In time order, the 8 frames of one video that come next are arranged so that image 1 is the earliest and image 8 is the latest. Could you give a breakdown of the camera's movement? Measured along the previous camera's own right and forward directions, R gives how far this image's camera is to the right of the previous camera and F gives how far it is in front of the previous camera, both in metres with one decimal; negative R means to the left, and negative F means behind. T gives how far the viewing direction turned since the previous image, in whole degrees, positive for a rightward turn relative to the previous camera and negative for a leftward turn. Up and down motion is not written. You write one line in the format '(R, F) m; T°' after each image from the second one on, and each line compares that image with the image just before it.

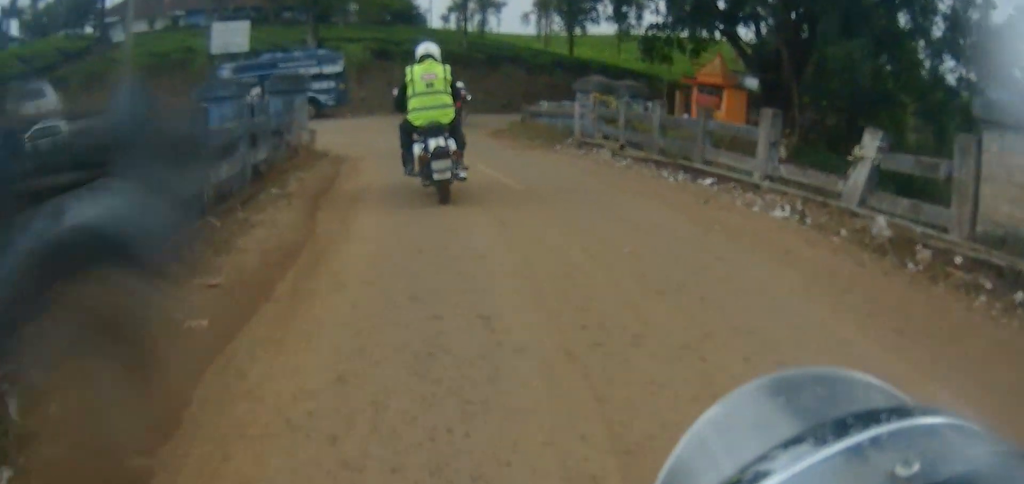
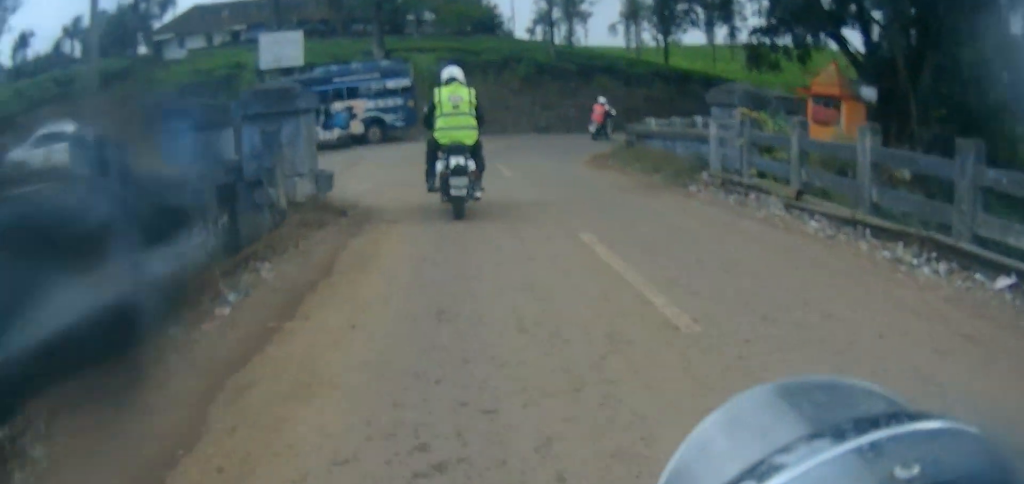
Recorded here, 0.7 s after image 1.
(-0.2, +4.5) m; -6°
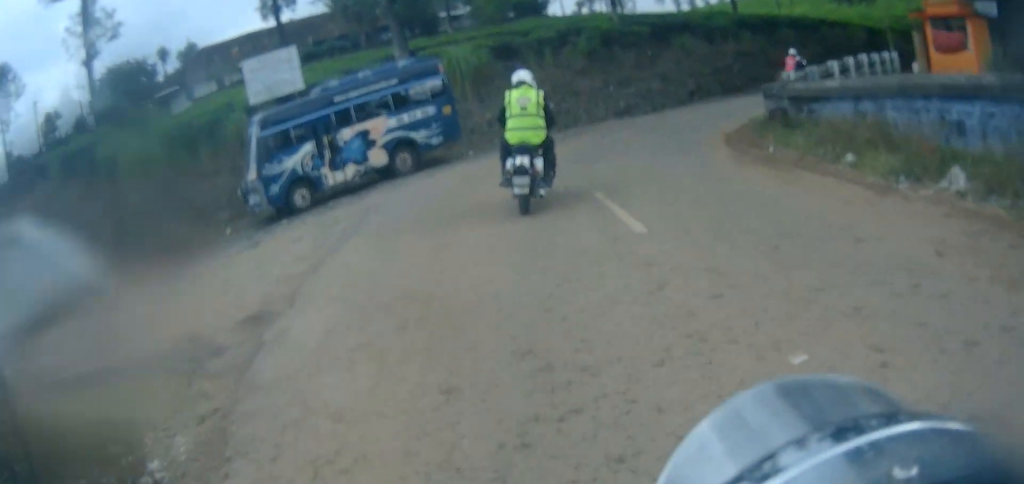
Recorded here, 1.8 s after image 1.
(-0.5, +6.9) m; -5°
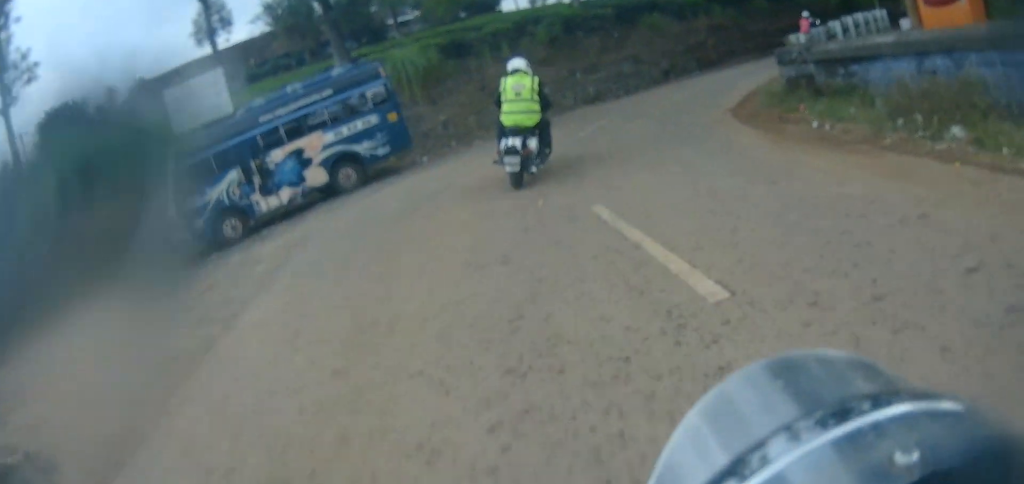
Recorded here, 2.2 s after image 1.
(0.0, +2.8) m; +2°
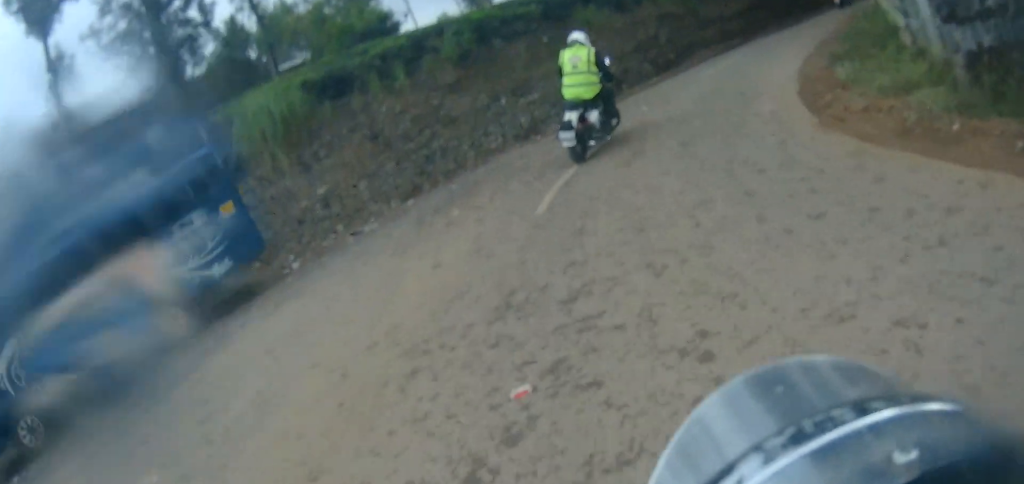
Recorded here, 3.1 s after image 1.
(+0.1, +6.2) m; +8°
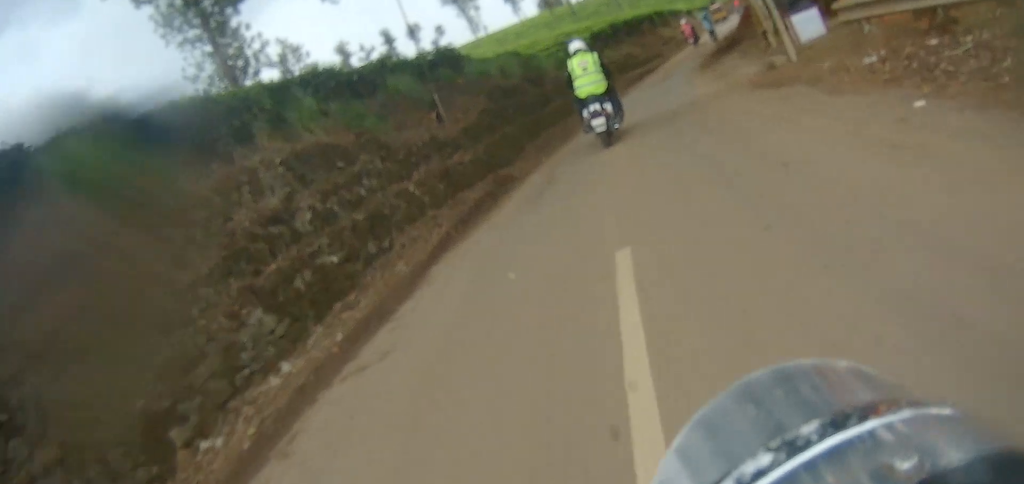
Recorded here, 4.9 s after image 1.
(+3.2, +13.0) m; +27°
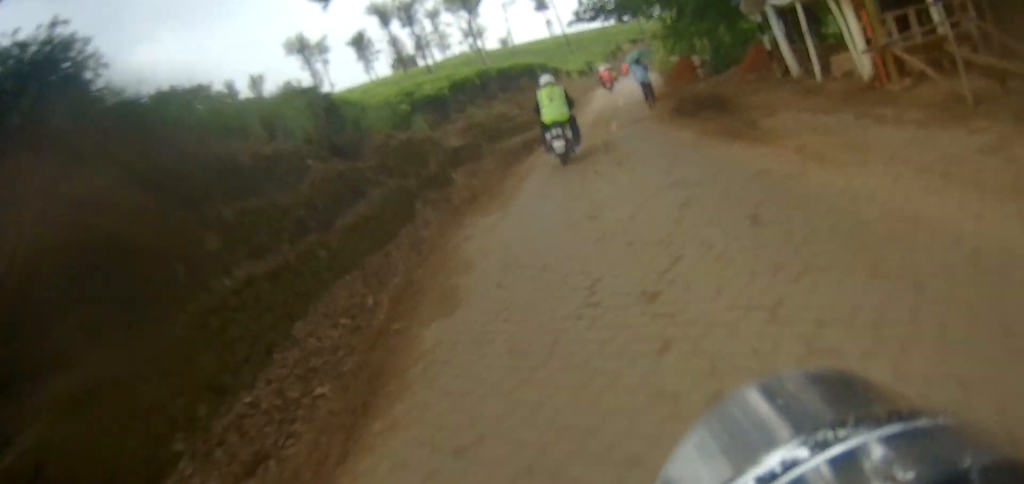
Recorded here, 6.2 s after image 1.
(+1.2, +10.1) m; +14°
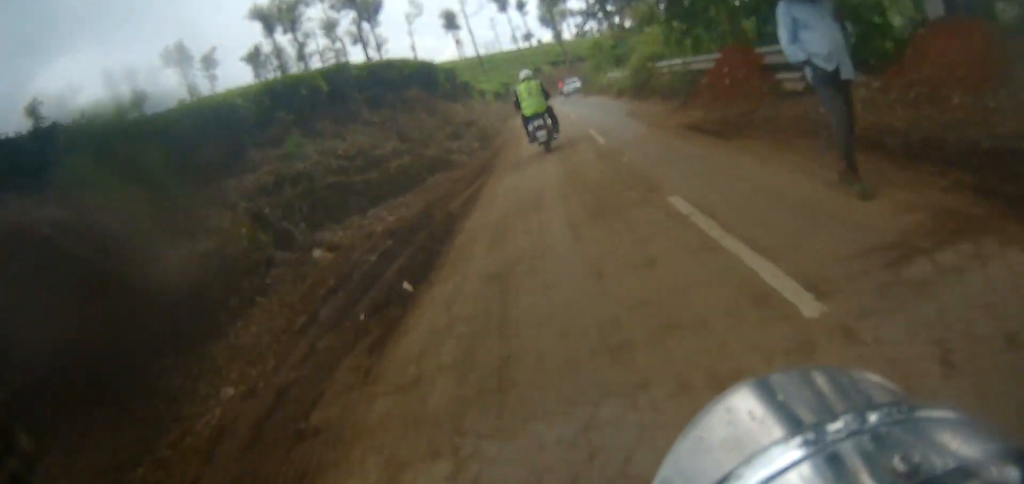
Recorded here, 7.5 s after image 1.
(+2.2, +11.1) m; +18°
